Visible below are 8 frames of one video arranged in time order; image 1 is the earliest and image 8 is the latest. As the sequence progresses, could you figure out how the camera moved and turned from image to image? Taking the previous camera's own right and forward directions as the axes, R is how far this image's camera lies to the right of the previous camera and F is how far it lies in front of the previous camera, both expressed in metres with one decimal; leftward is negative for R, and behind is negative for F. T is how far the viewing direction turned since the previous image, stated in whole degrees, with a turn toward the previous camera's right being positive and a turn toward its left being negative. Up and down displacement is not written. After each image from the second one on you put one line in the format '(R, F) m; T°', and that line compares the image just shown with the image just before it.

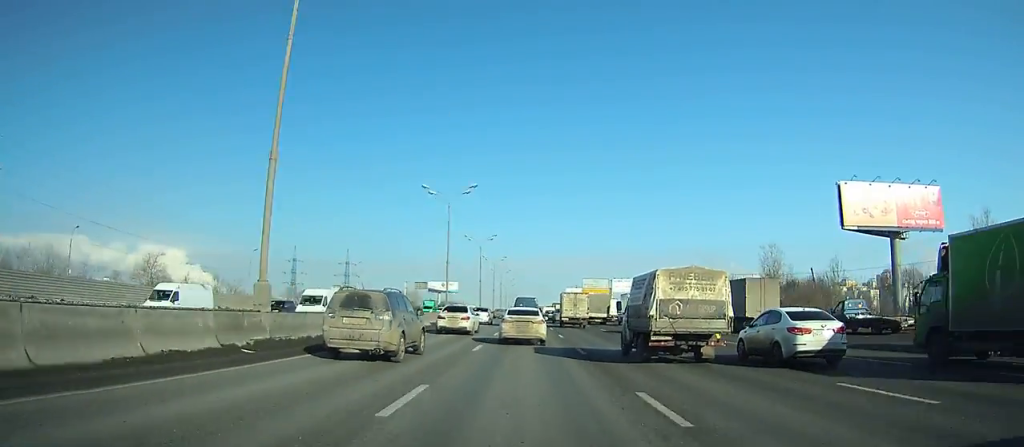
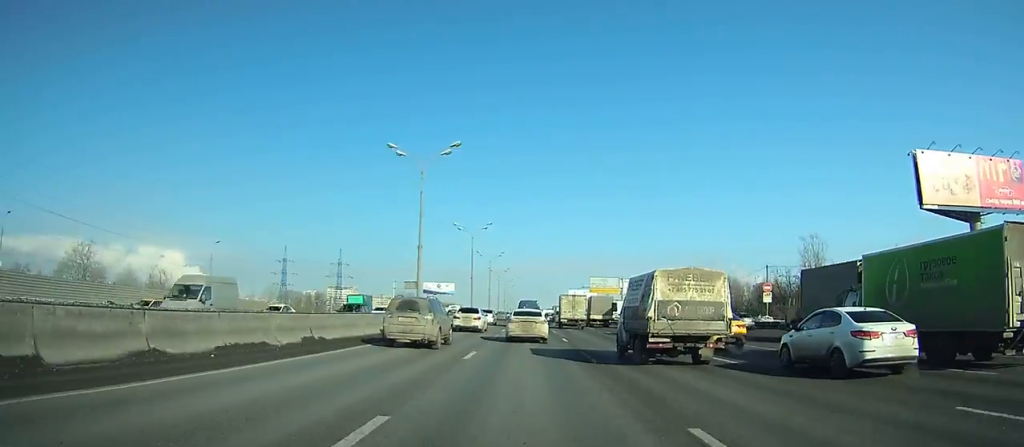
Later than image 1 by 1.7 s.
(0.0, +15.8) m; 0°
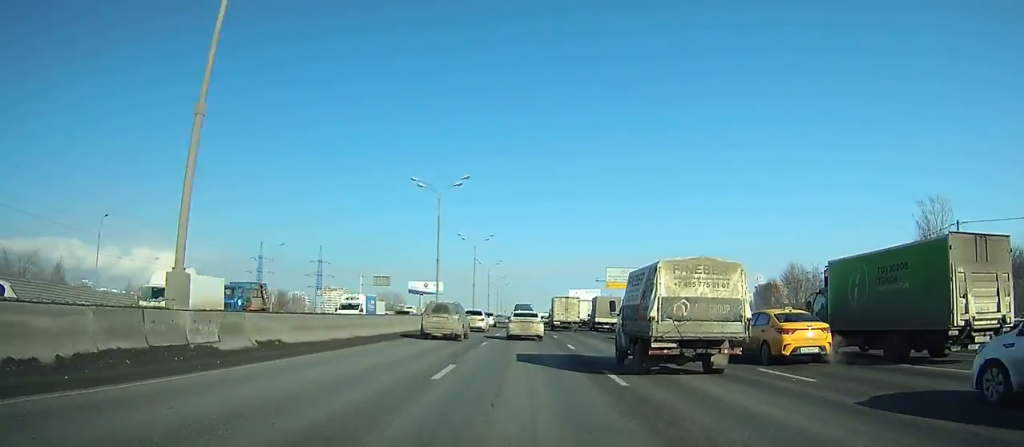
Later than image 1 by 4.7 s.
(+0.1, +29.7) m; 0°
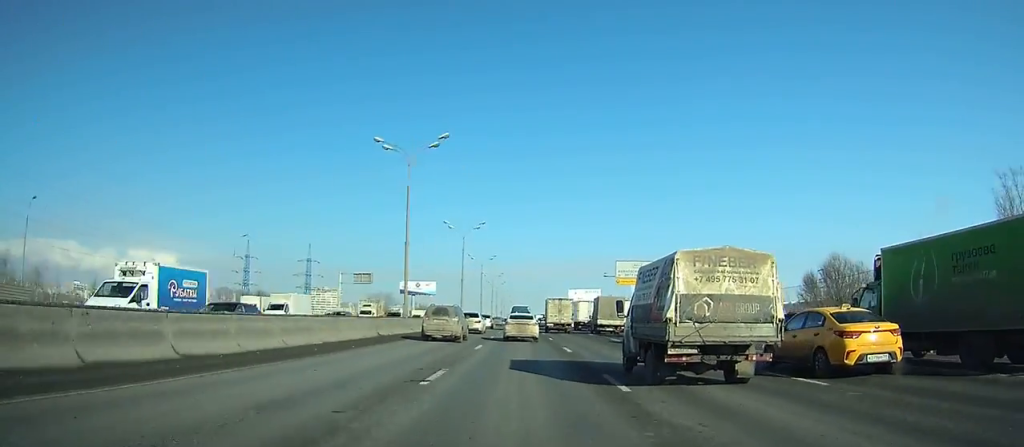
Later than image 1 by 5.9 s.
(0.0, +12.6) m; 0°
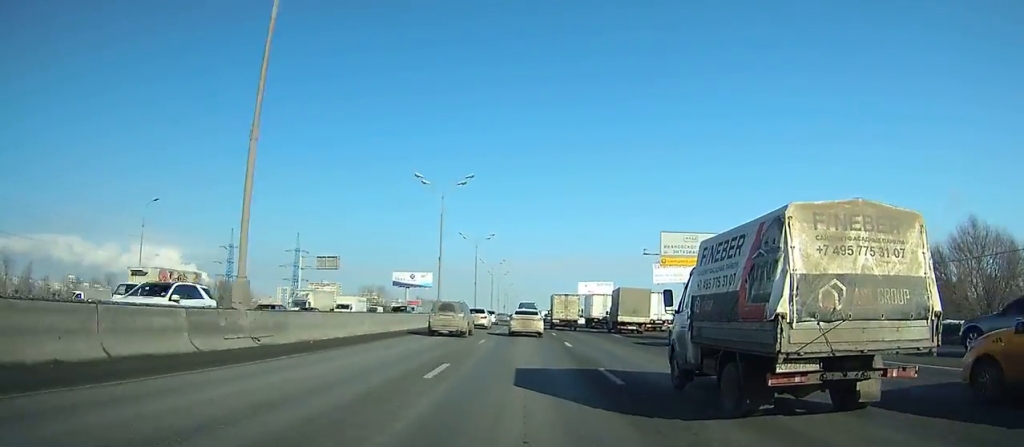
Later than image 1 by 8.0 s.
(0.0, +22.8) m; 0°
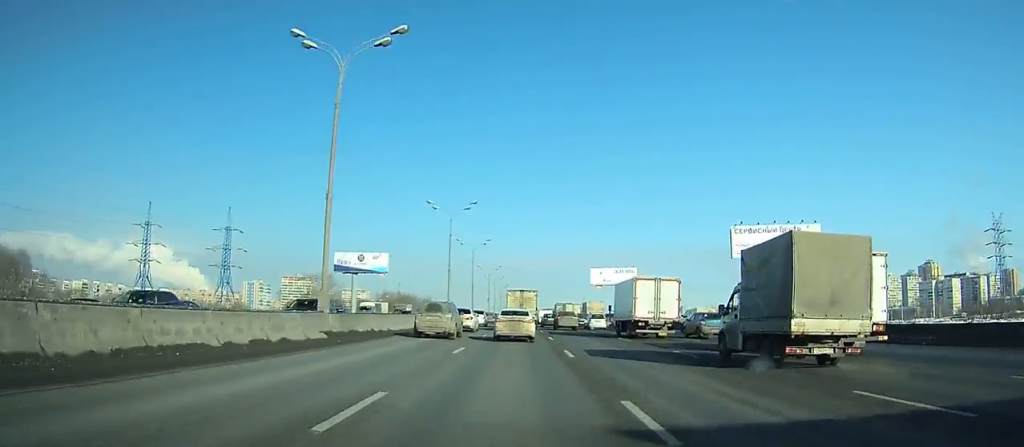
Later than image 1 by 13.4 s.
(+0.1, +59.3) m; 0°
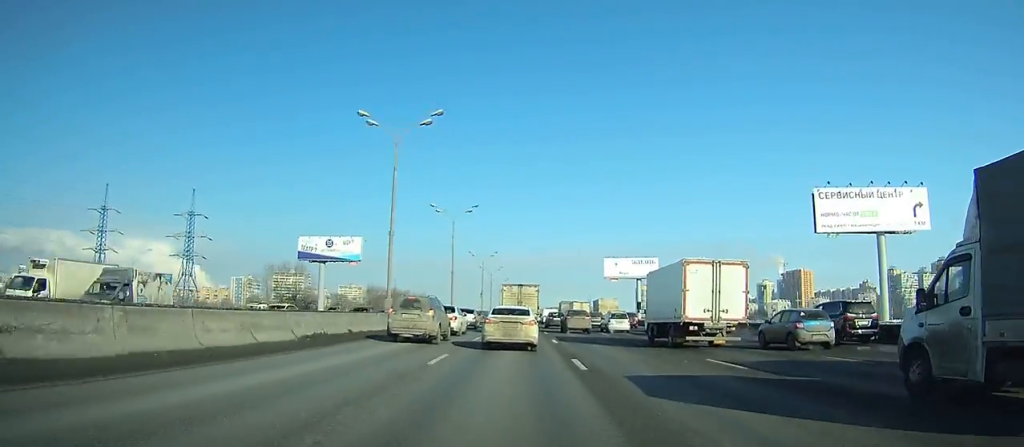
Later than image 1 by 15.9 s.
(-0.1, +25.3) m; -1°
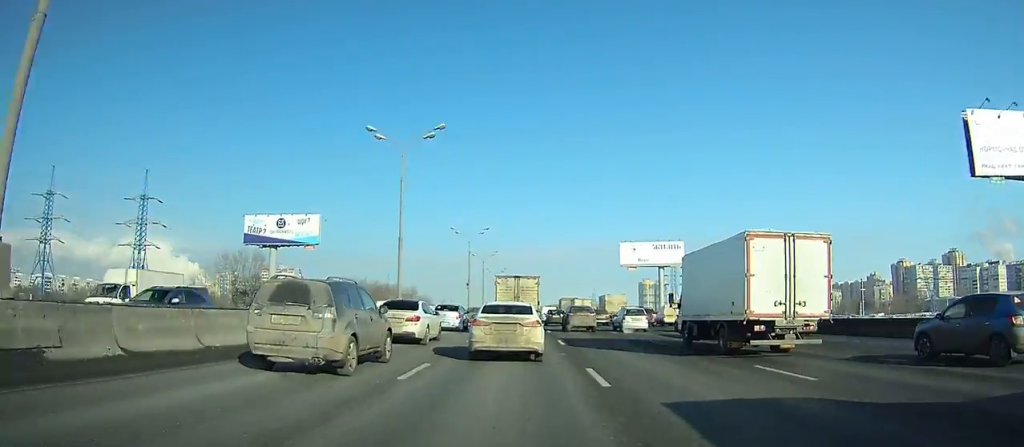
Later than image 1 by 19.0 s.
(-0.2, +26.7) m; -1°
